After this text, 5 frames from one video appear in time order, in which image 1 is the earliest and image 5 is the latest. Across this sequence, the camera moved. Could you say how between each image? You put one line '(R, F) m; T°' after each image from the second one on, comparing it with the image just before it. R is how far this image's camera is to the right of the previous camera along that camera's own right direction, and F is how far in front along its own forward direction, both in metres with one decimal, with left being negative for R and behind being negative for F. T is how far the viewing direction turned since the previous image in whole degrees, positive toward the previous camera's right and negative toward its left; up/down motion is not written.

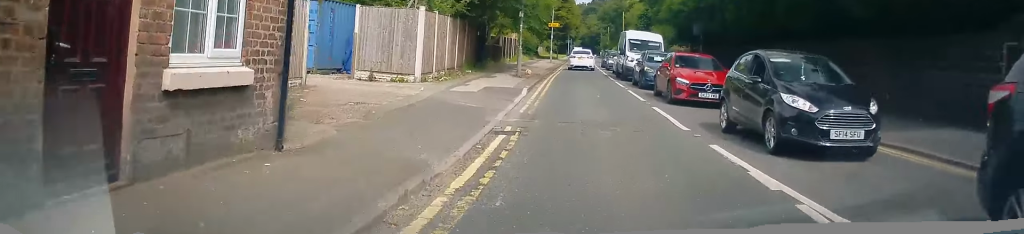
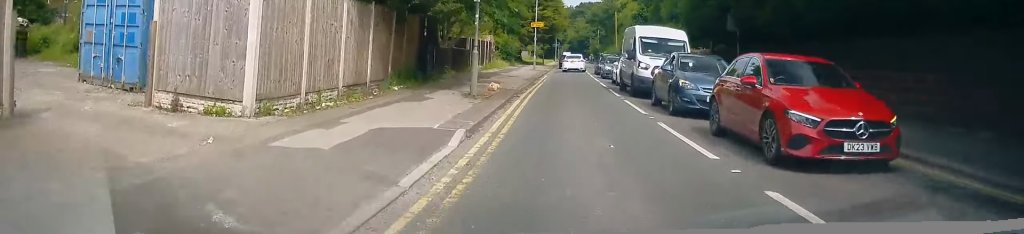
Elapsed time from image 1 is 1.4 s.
(+0.1, +8.5) m; 0°
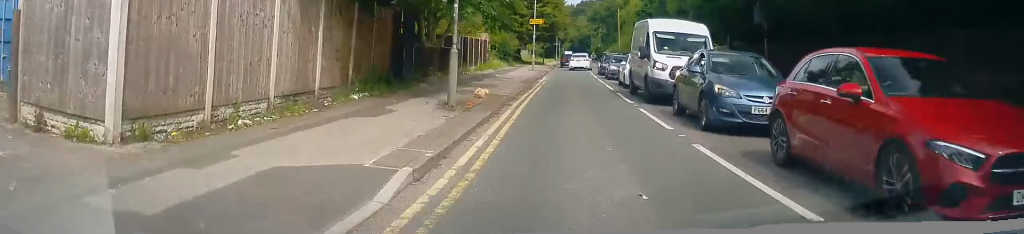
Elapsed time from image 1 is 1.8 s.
(0.0, +3.0) m; 0°
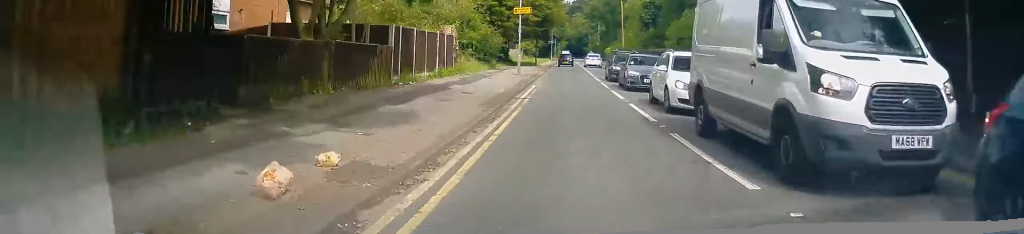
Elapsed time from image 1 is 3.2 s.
(+0.1, +10.7) m; +2°
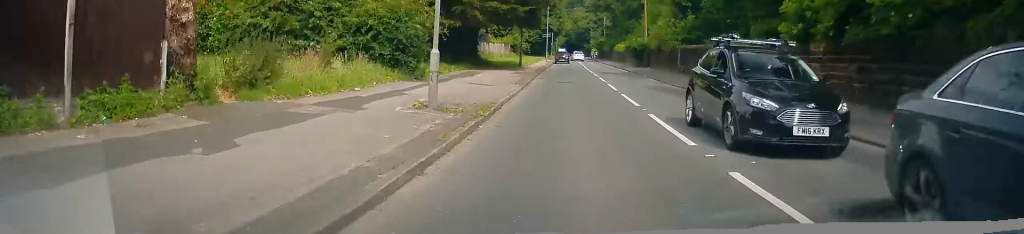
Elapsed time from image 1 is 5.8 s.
(-0.2, +21.2) m; -2°
